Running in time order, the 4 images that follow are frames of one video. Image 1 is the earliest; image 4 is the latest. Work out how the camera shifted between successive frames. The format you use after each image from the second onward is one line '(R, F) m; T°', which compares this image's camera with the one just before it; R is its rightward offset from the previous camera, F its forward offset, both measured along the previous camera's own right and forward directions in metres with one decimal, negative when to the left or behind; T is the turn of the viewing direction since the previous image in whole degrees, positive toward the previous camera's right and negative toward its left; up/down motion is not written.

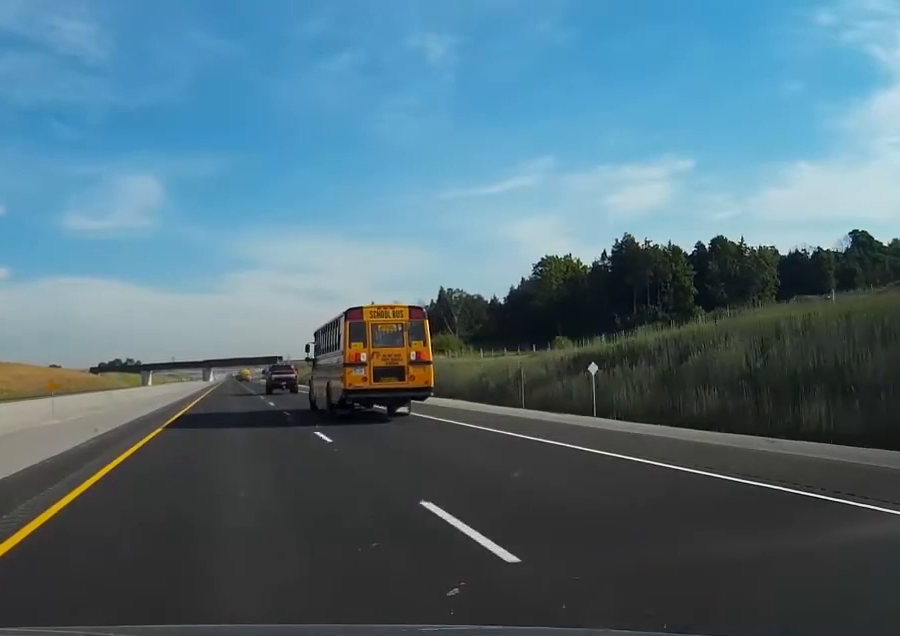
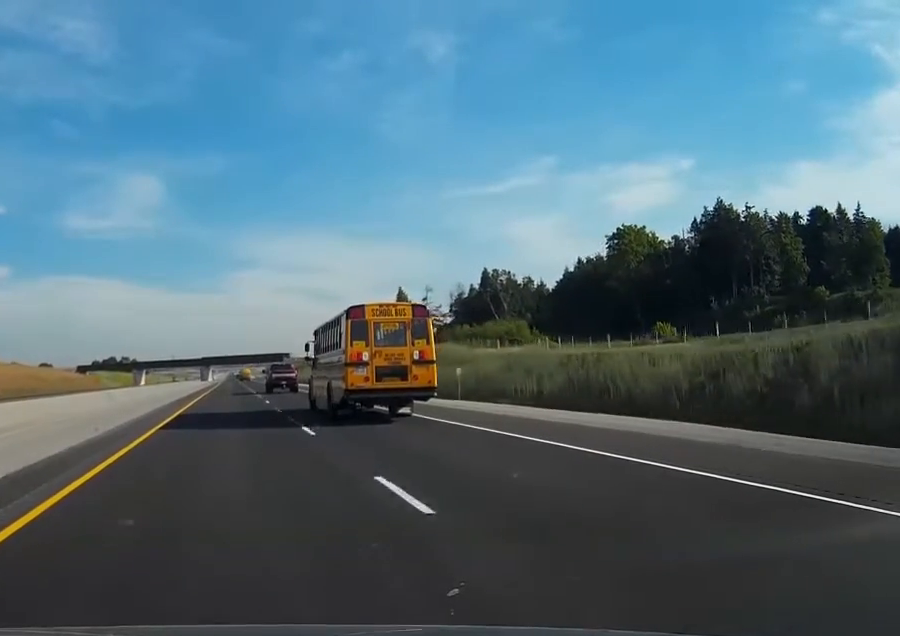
(+0.1, +46.0) m; 0°
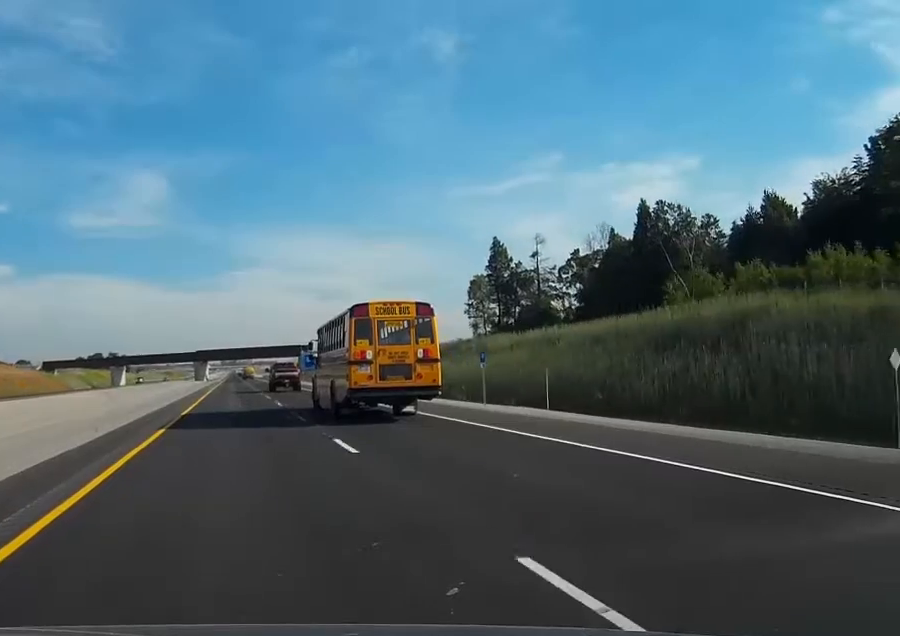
(-0.3, +89.5) m; 0°
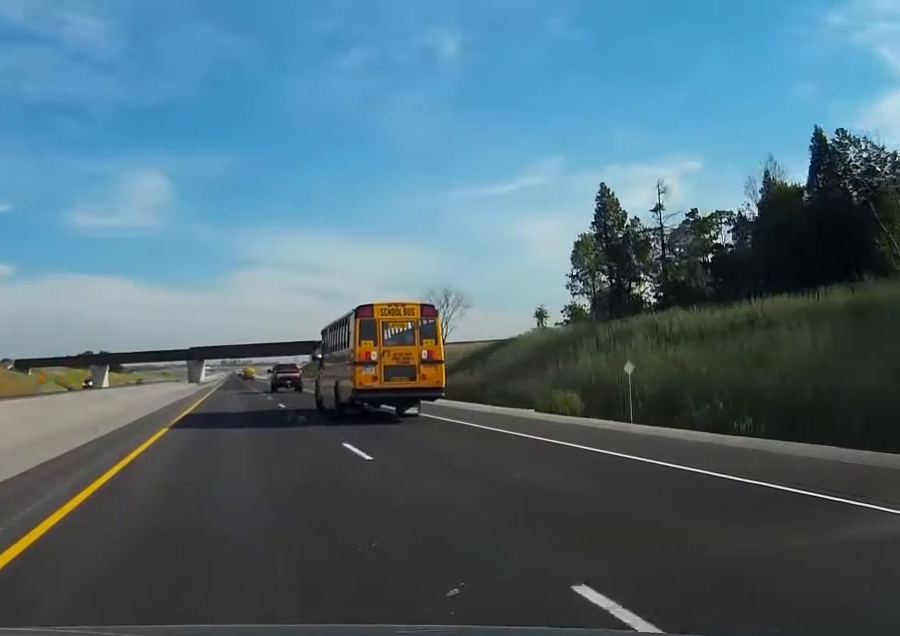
(-0.1, +48.6) m; 0°
